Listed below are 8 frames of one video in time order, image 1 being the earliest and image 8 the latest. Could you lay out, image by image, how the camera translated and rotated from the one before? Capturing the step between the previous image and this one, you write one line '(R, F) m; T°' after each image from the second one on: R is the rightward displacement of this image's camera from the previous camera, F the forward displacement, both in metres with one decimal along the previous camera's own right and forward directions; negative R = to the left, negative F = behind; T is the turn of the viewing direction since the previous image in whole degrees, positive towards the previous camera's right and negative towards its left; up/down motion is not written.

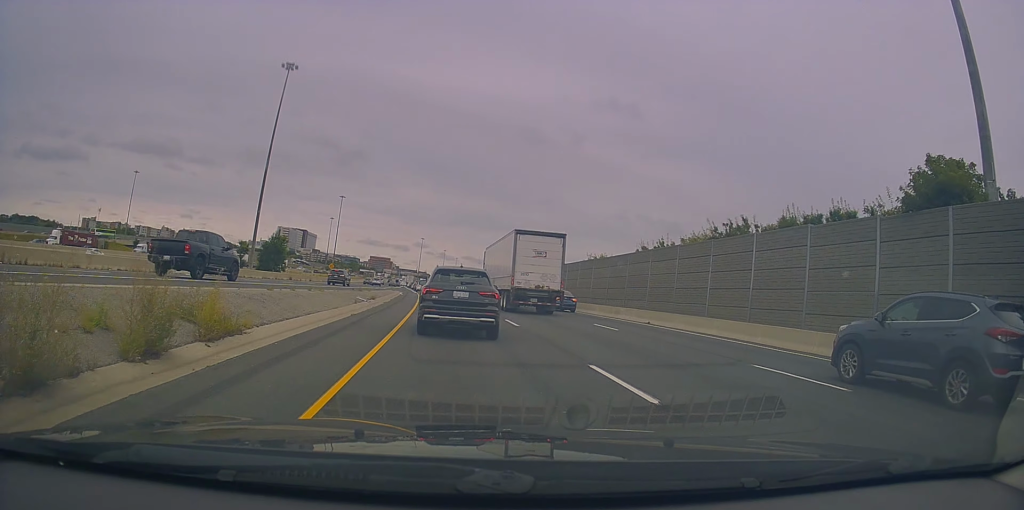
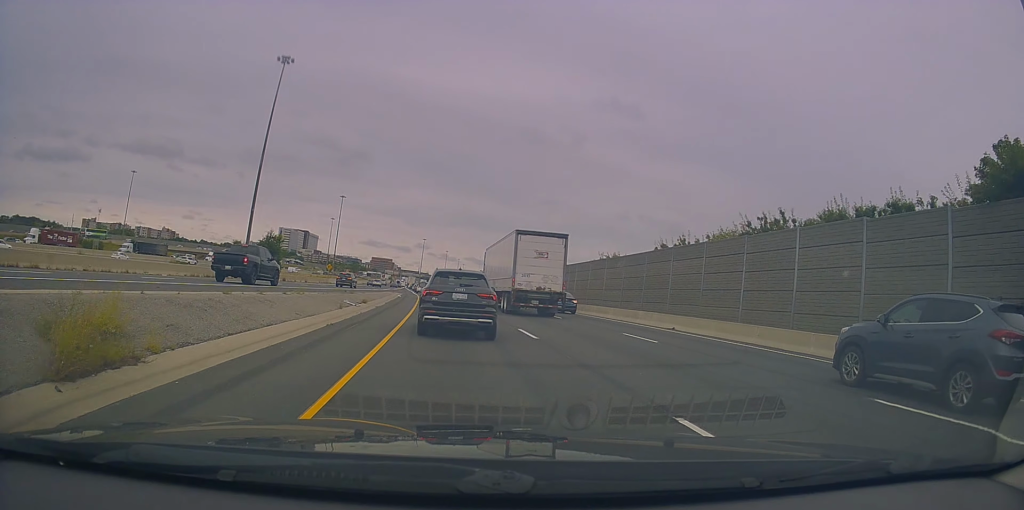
(+0.4, +3.8) m; -2°
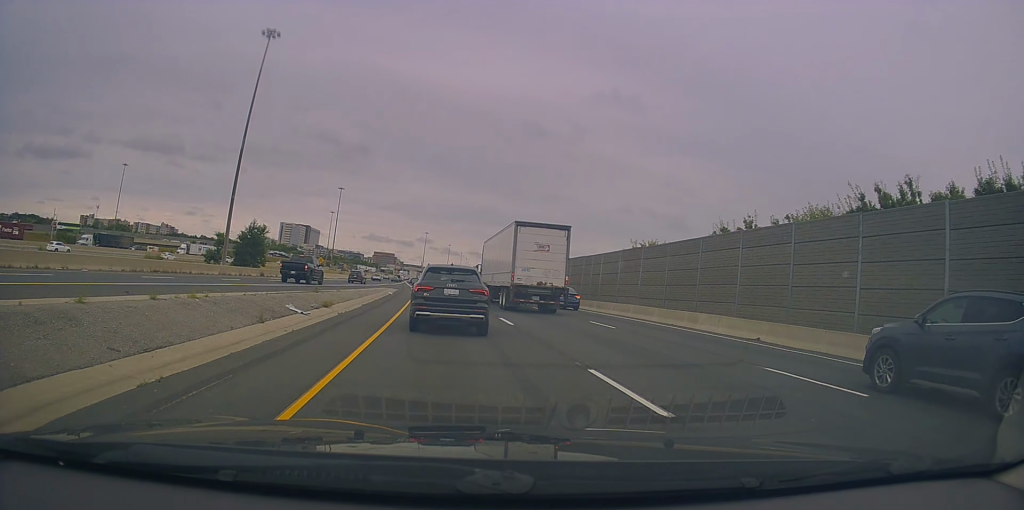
(-1.2, +8.8) m; -2°
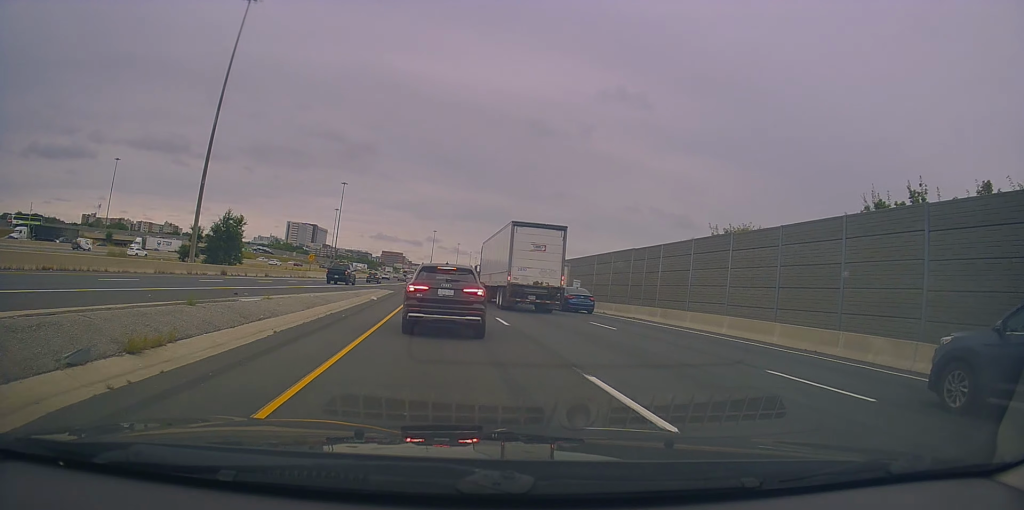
(+0.6, +12.8) m; +2°
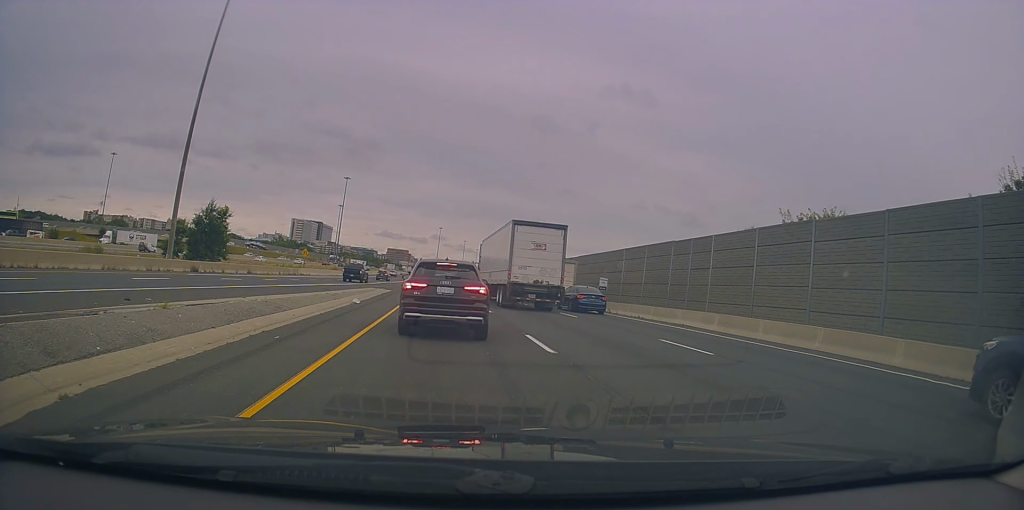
(+0.3, +6.8) m; +1°
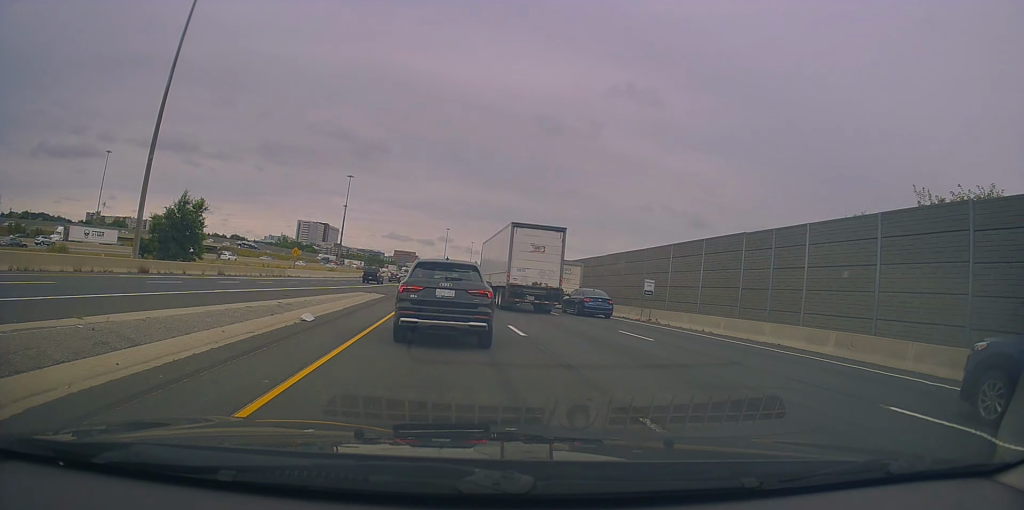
(-0.3, +8.5) m; -5°
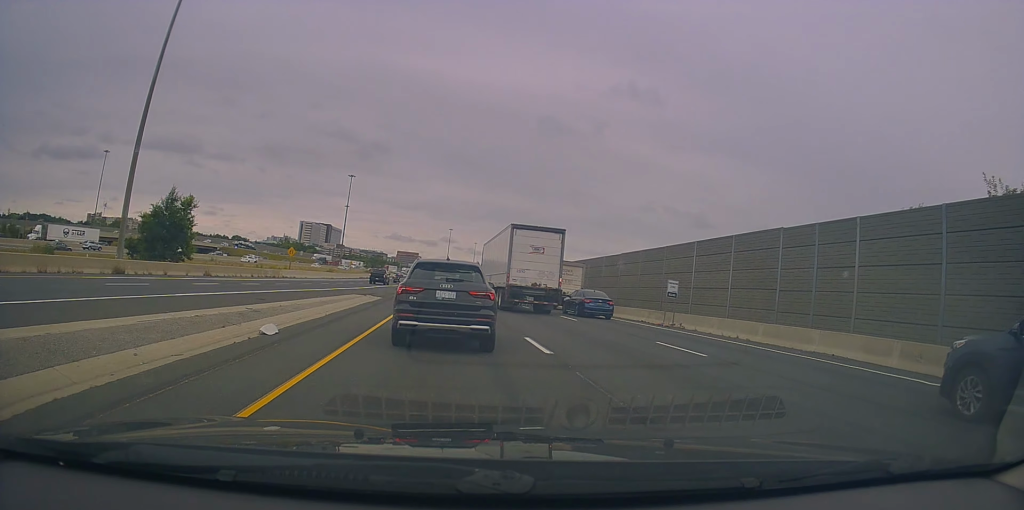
(-0.1, +3.3) m; -2°
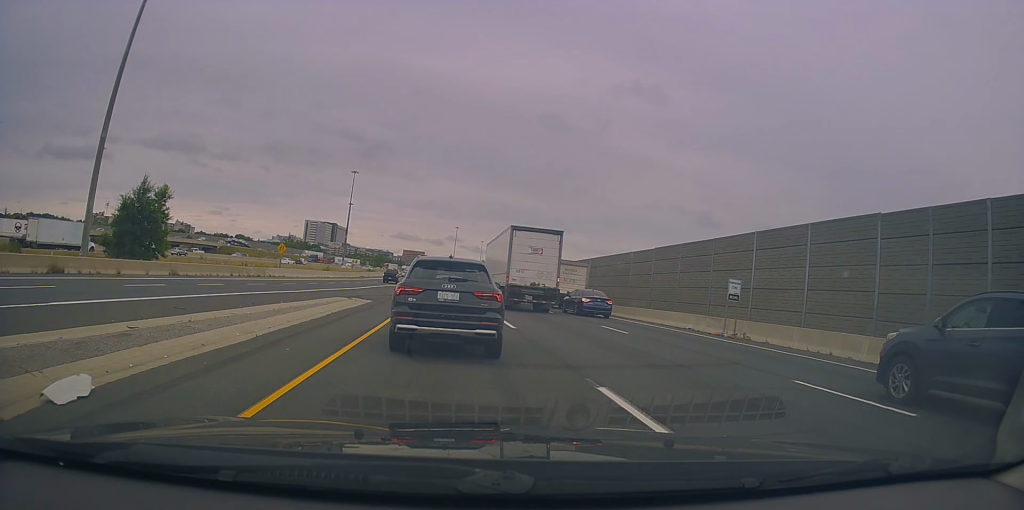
(-0.1, +6.5) m; +2°
